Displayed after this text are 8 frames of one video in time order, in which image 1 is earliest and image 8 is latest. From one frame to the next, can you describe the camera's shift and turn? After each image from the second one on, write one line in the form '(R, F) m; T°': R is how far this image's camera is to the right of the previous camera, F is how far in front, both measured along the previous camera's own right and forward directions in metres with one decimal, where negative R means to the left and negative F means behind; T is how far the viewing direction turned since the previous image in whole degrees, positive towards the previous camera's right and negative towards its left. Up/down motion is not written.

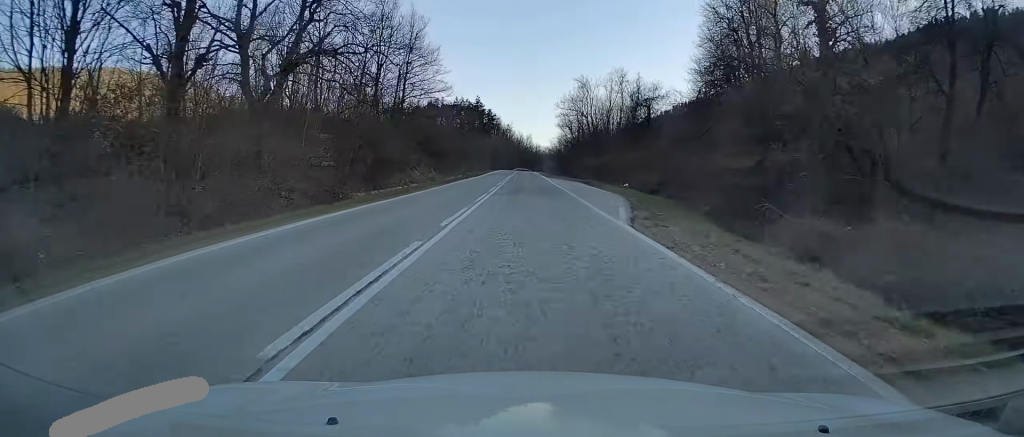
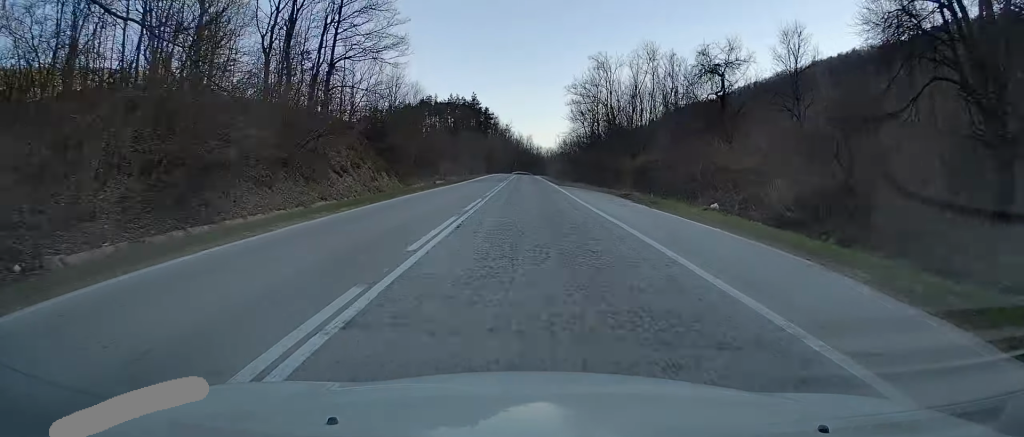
(0.0, +22.0) m; 0°
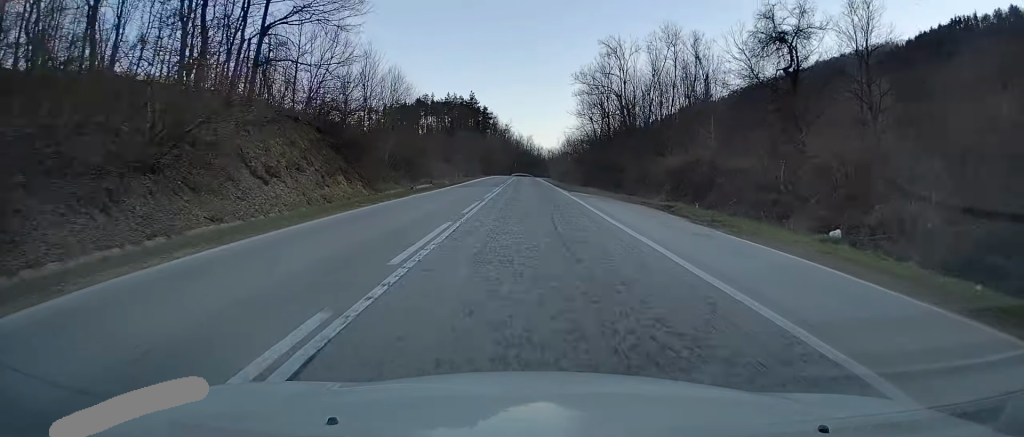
(0.0, +10.1) m; 0°
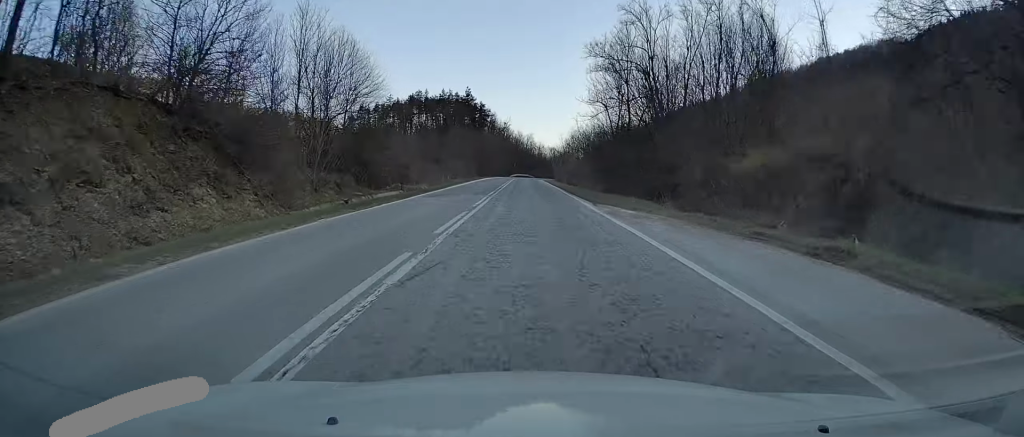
(-0.1, +14.3) m; 0°
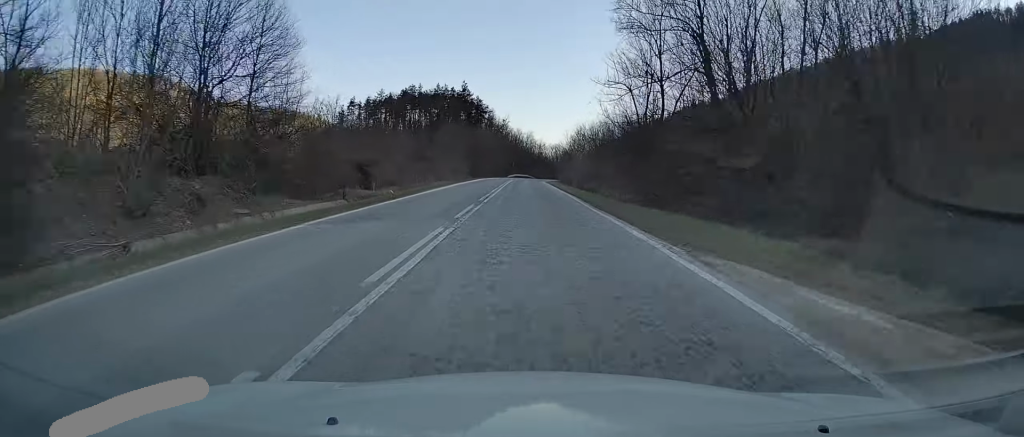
(0.0, +14.3) m; 0°
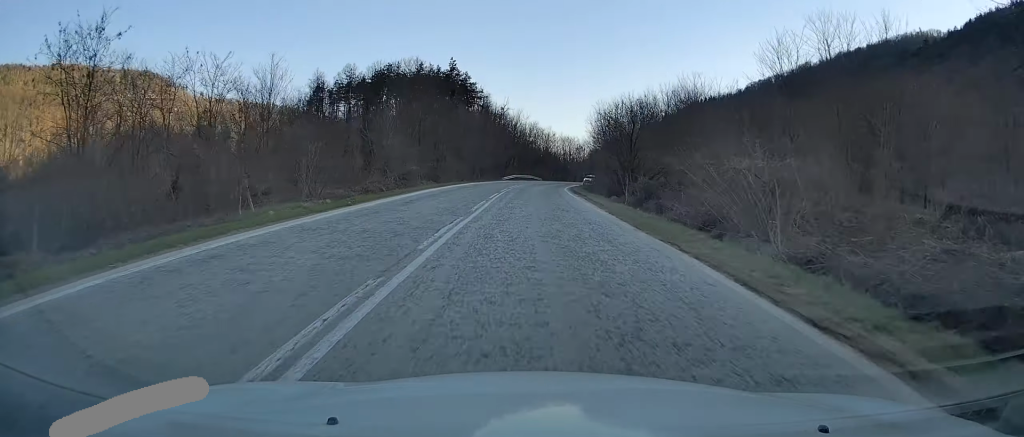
(+0.1, +42.7) m; +1°
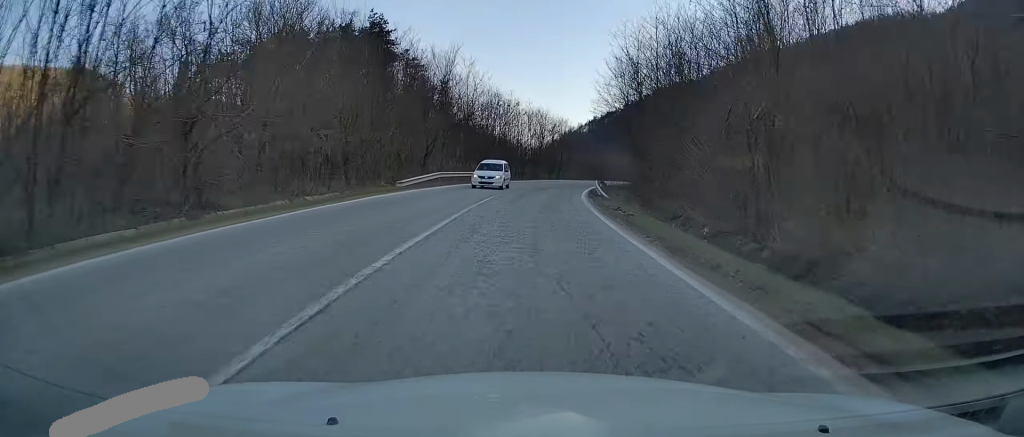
(+2.0, +48.8) m; +6°
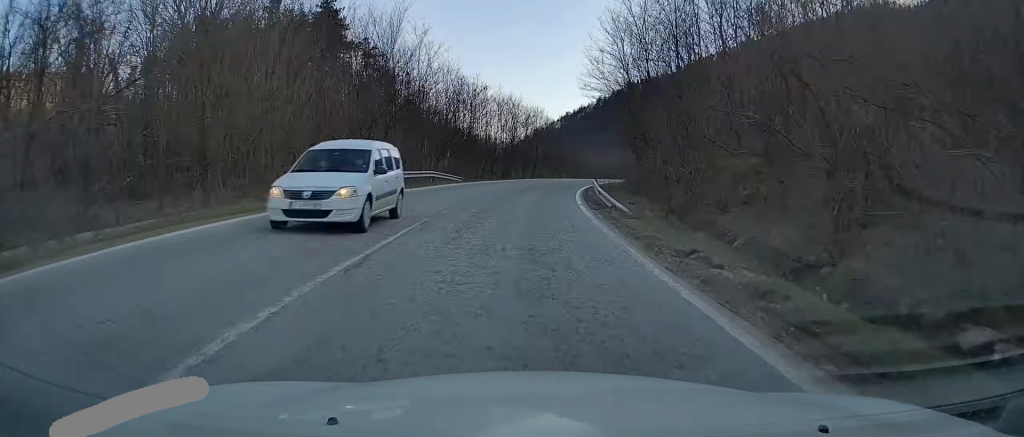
(+0.3, +12.4) m; +2°
